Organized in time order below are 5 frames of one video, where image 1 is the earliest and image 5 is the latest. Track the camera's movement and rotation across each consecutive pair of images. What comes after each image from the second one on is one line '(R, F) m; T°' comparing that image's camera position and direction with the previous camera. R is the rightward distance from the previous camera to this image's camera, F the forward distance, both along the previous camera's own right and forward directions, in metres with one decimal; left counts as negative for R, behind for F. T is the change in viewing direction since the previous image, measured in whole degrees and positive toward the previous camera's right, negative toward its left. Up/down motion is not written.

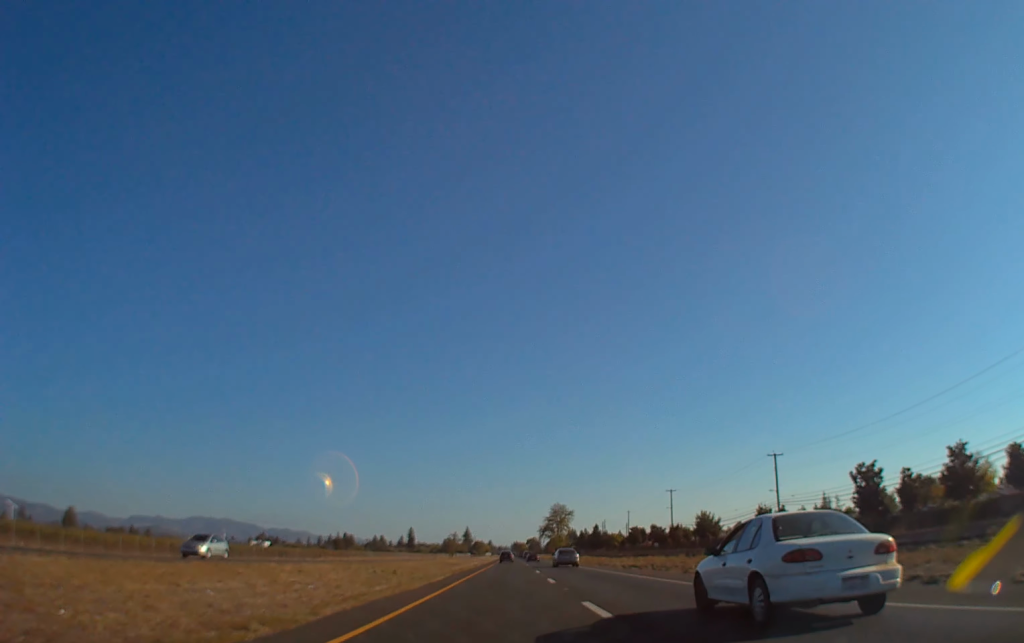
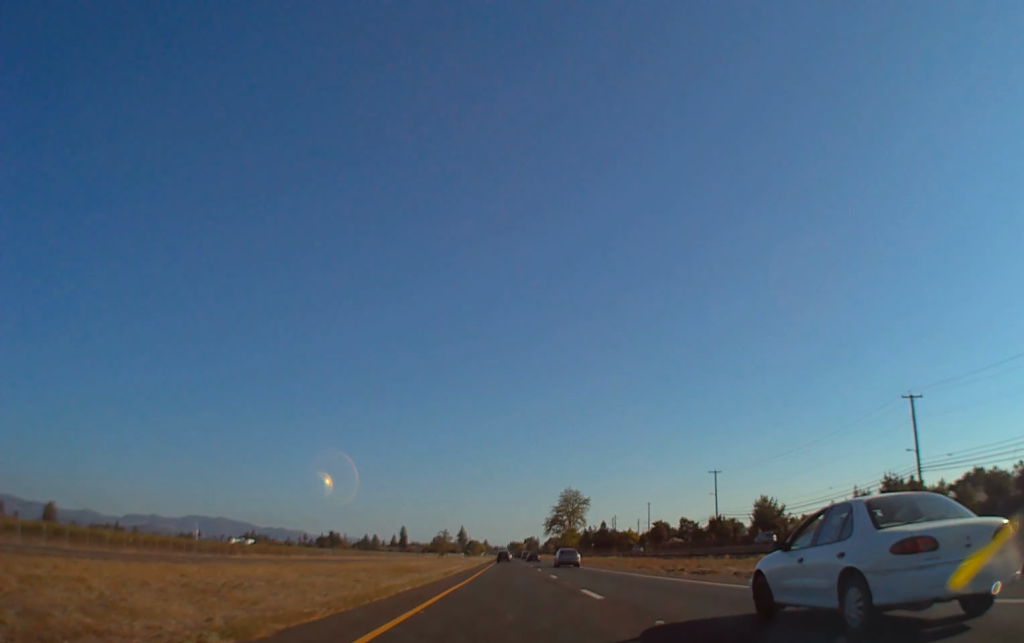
(+0.2, +39.3) m; 0°
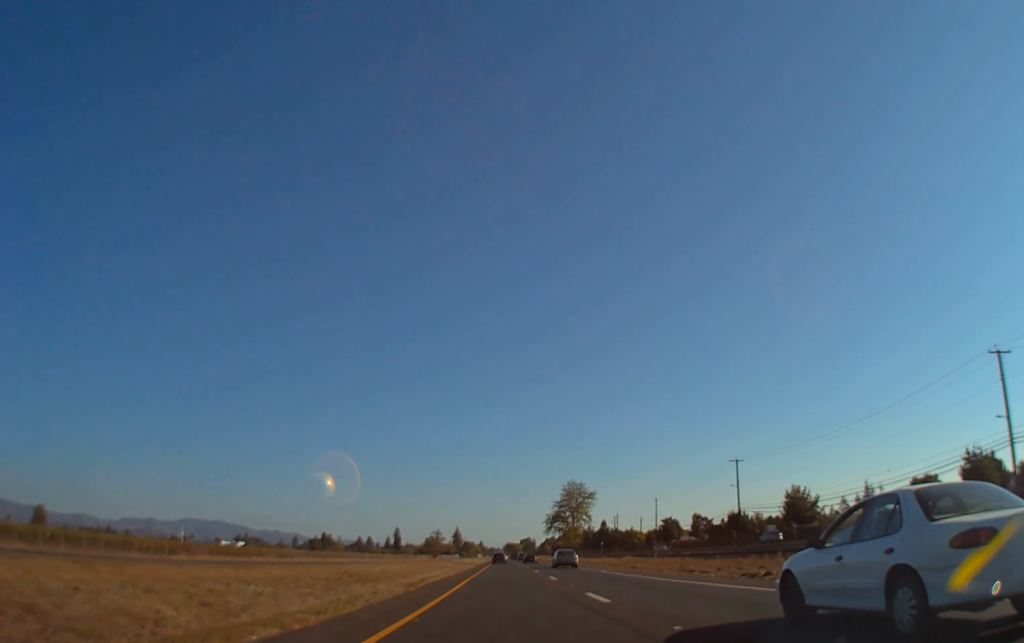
(-0.1, +15.5) m; 0°
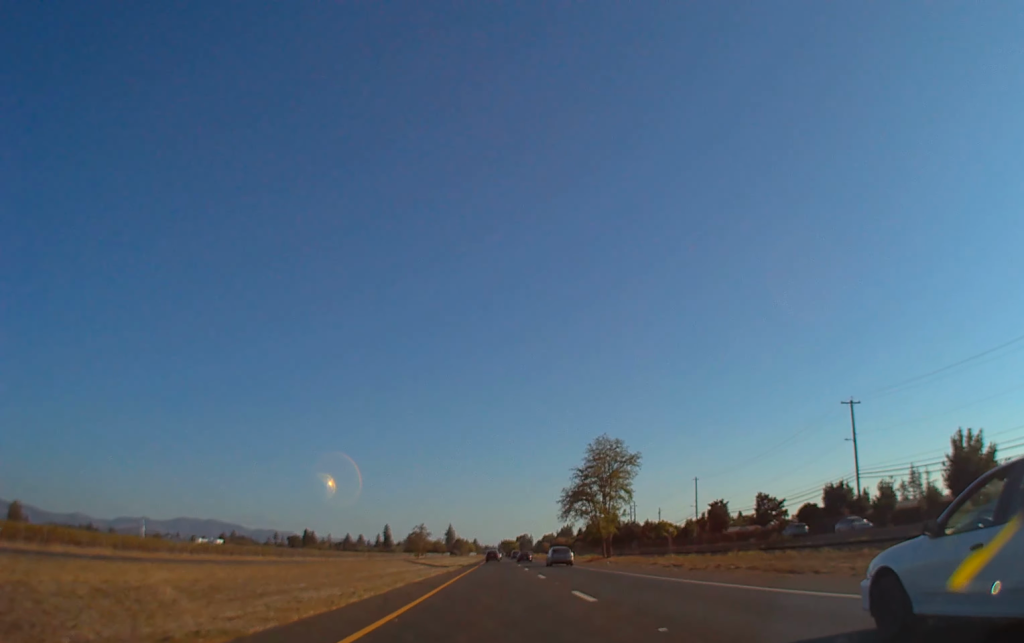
(-0.6, +44.2) m; -1°
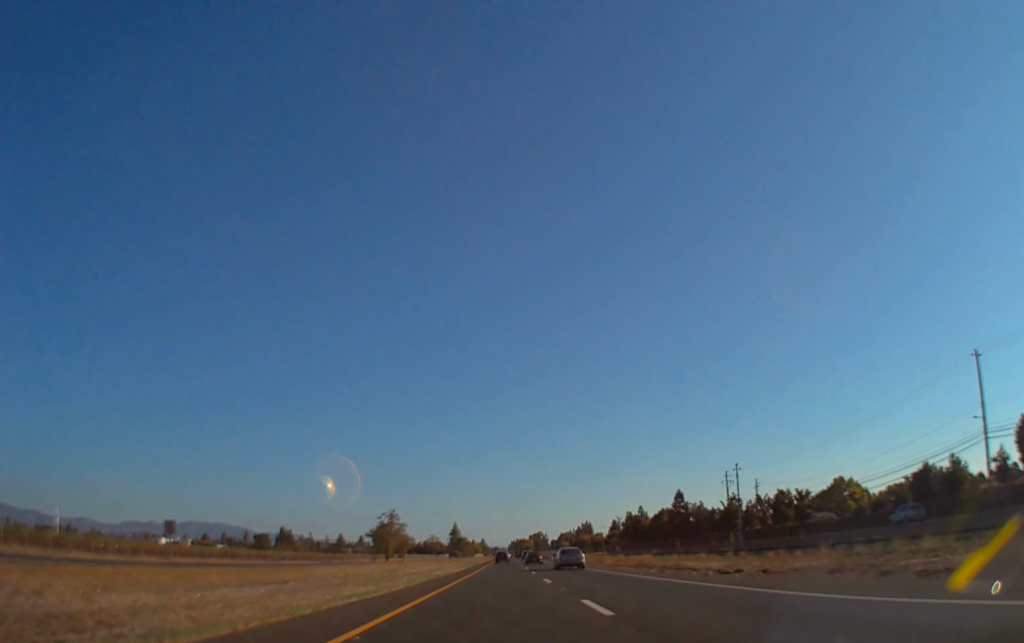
(+1.3, +91.5) m; +1°
